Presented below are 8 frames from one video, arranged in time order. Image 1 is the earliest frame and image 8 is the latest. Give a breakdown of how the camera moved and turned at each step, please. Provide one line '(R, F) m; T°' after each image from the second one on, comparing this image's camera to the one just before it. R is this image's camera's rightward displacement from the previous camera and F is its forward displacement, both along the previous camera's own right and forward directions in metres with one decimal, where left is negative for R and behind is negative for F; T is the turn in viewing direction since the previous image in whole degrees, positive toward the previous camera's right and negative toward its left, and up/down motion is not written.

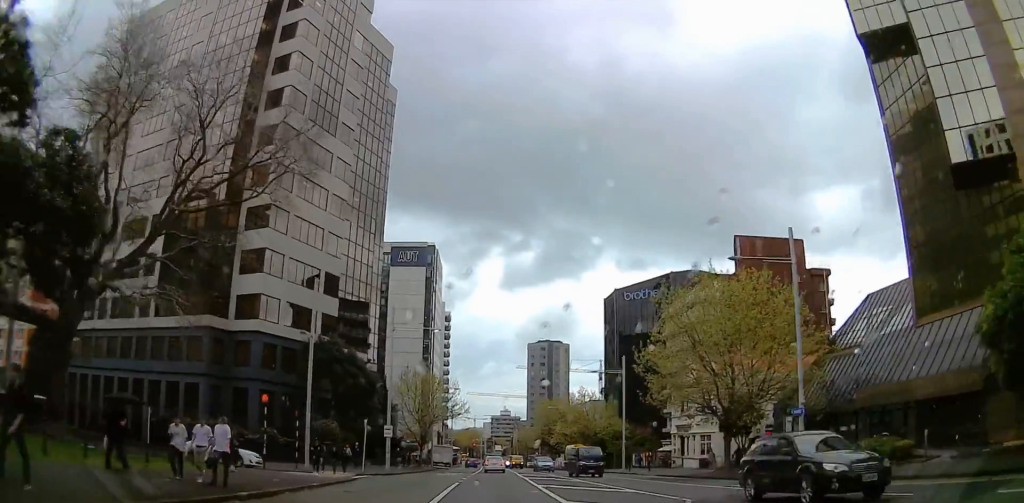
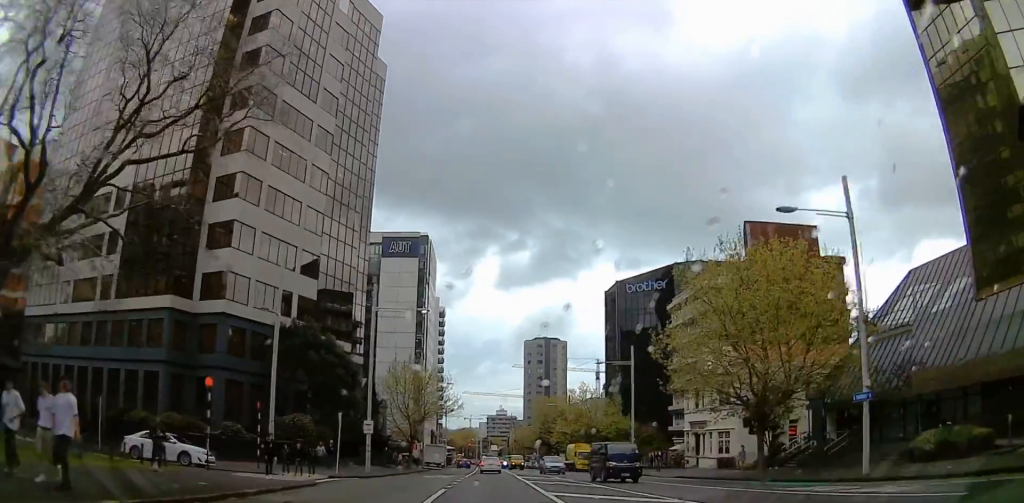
(-0.1, +6.7) m; -1°
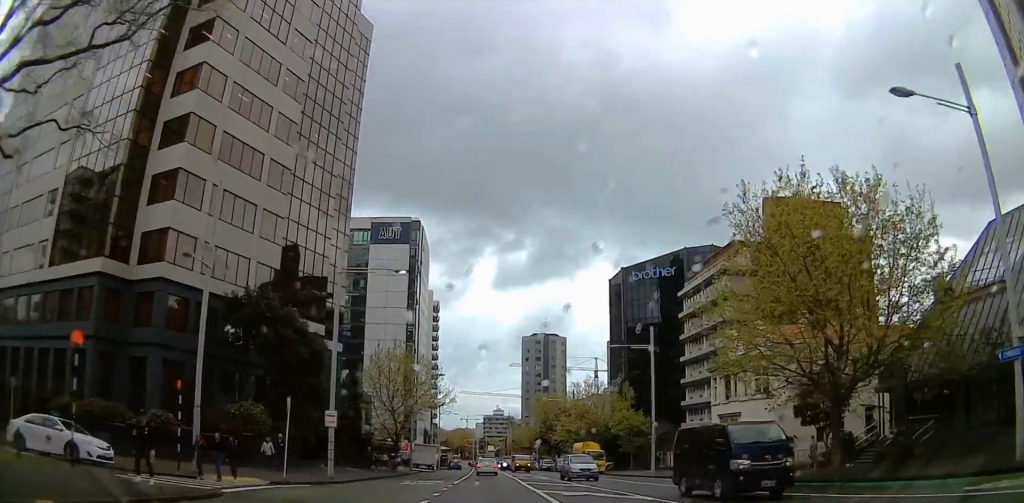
(0.0, +8.9) m; 0°
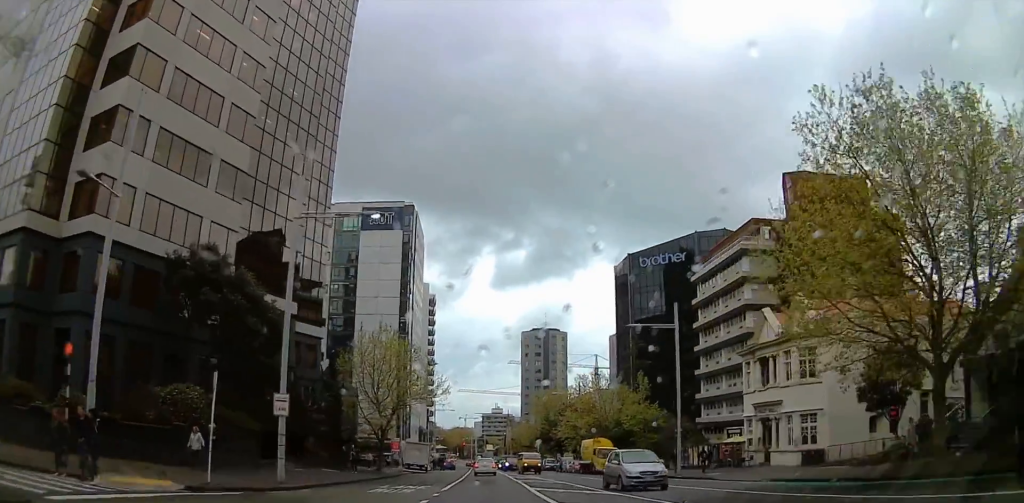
(0.0, +7.9) m; +1°
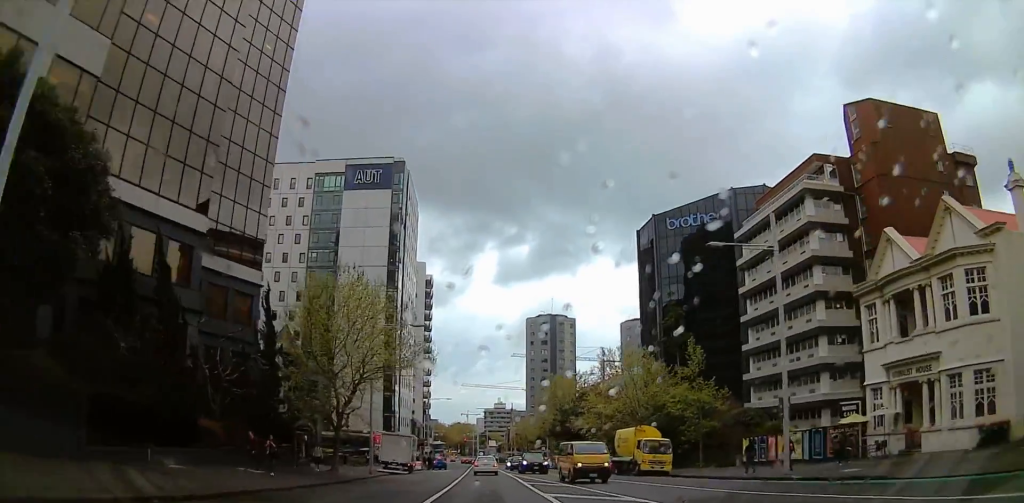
(+0.5, +16.9) m; +2°
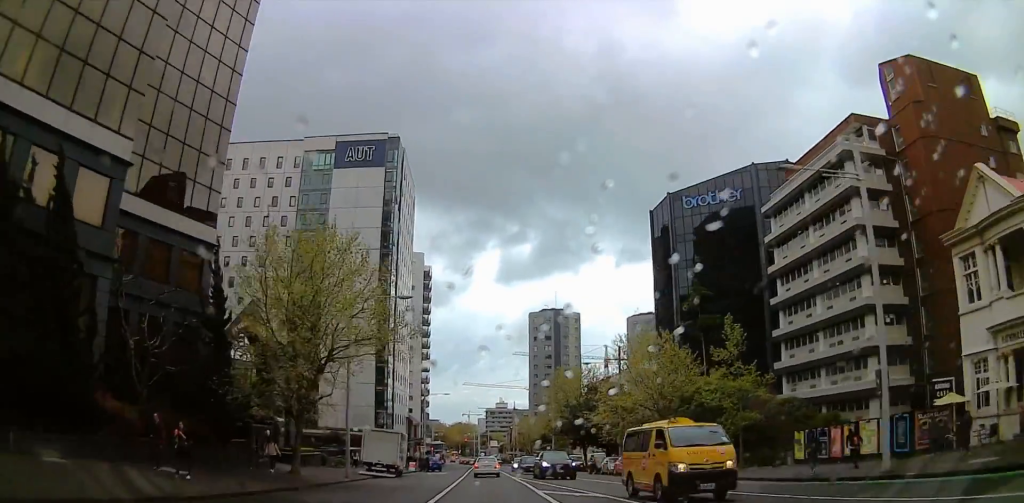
(0.0, +7.5) m; -1°
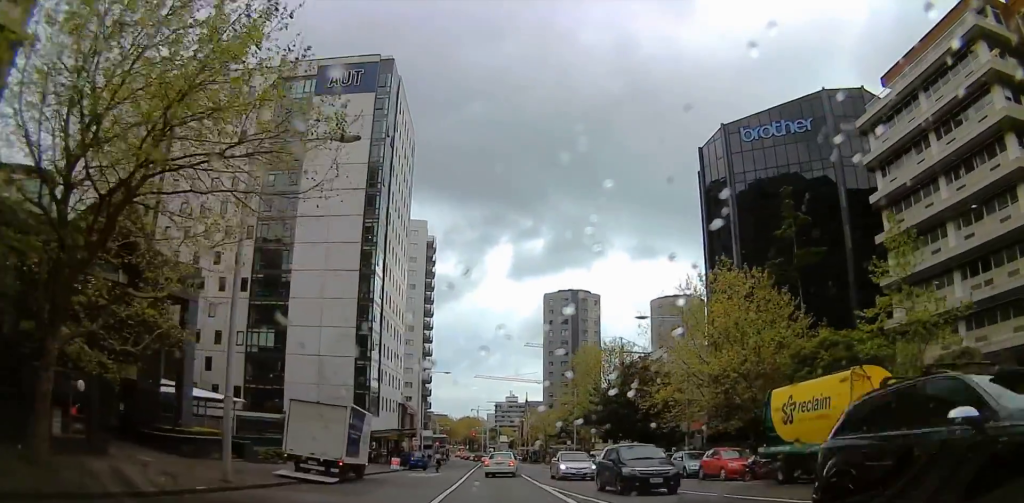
(-0.9, +19.1) m; -2°
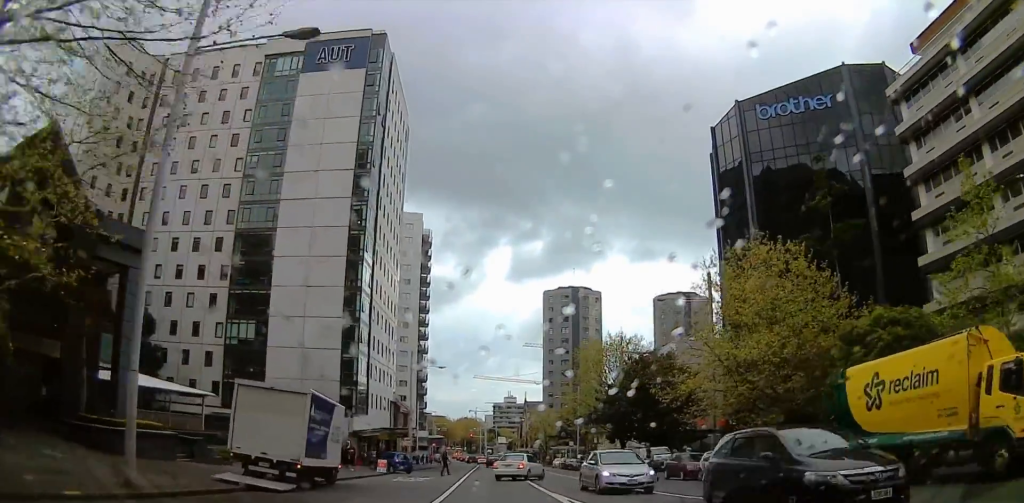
(+0.2, +5.8) m; +2°
